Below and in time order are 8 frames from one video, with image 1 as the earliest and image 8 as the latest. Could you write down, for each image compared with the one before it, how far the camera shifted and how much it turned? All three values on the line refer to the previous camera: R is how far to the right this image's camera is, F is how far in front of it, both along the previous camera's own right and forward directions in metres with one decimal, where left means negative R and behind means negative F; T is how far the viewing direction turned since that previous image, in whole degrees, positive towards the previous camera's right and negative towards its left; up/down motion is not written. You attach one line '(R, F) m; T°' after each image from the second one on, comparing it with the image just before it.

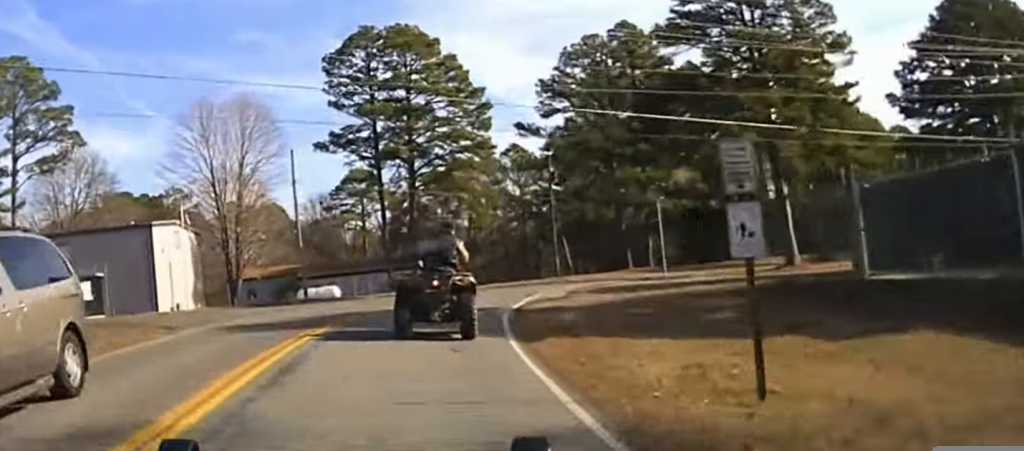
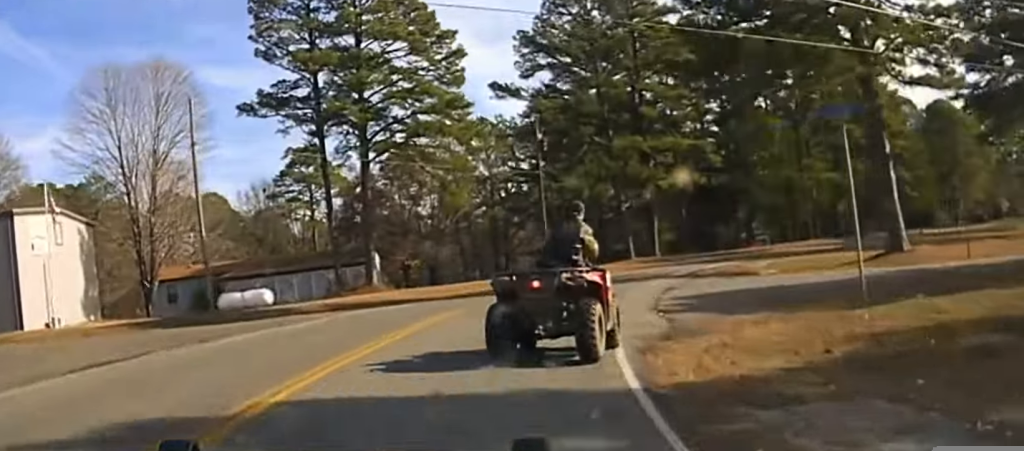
(0.0, +16.4) m; +5°
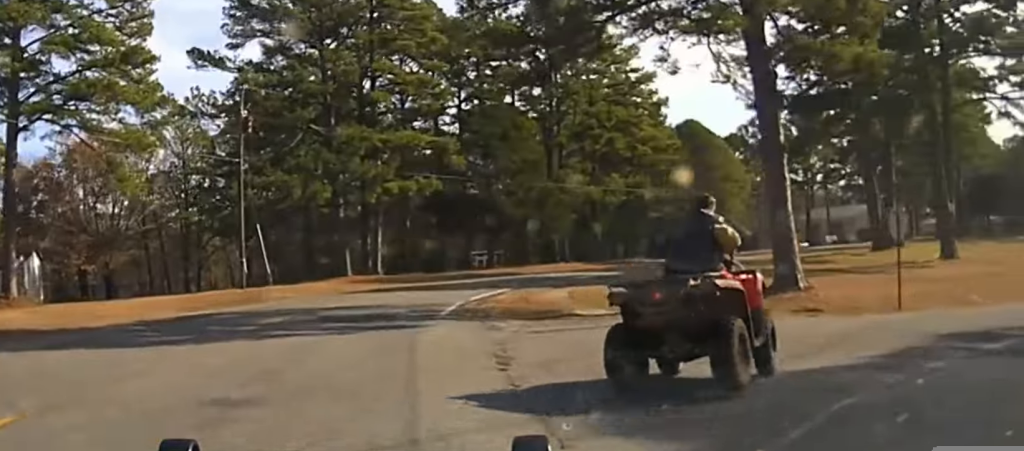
(+1.9, +20.6) m; +17°
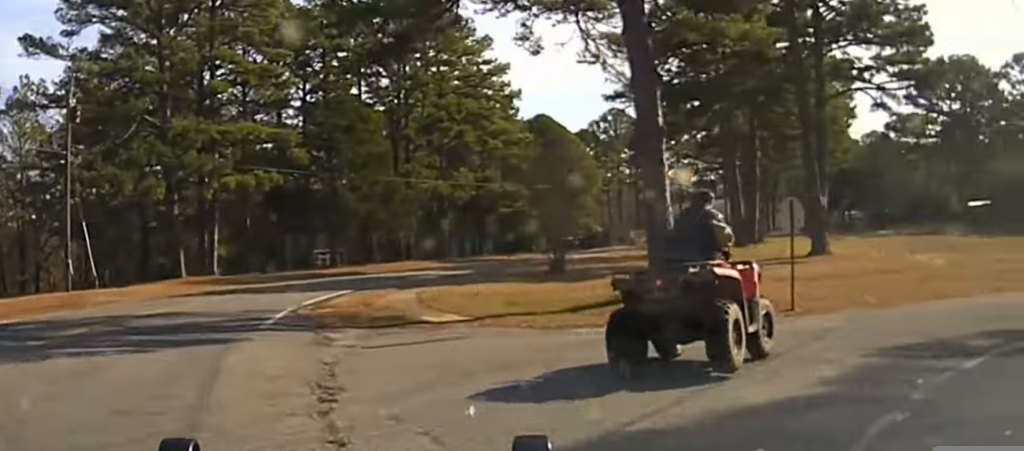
(+0.9, +5.6) m; +9°
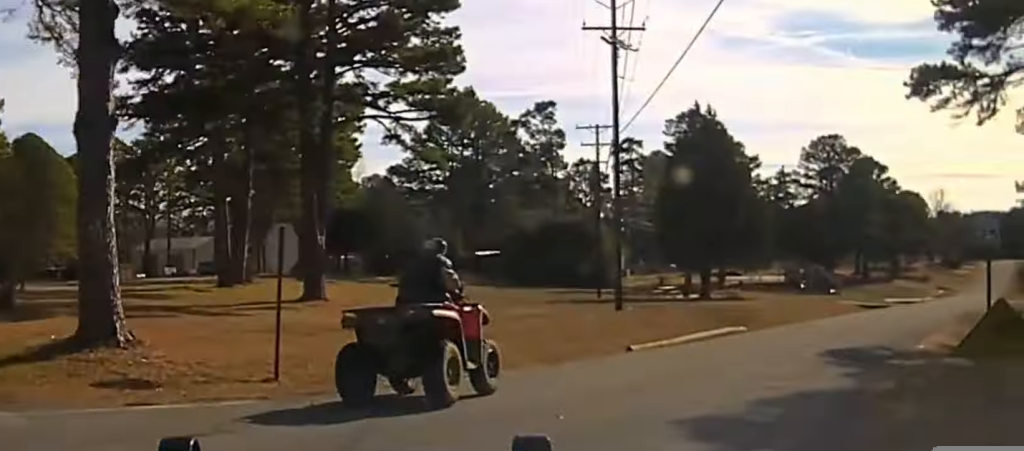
(+1.2, +10.0) m; +20°
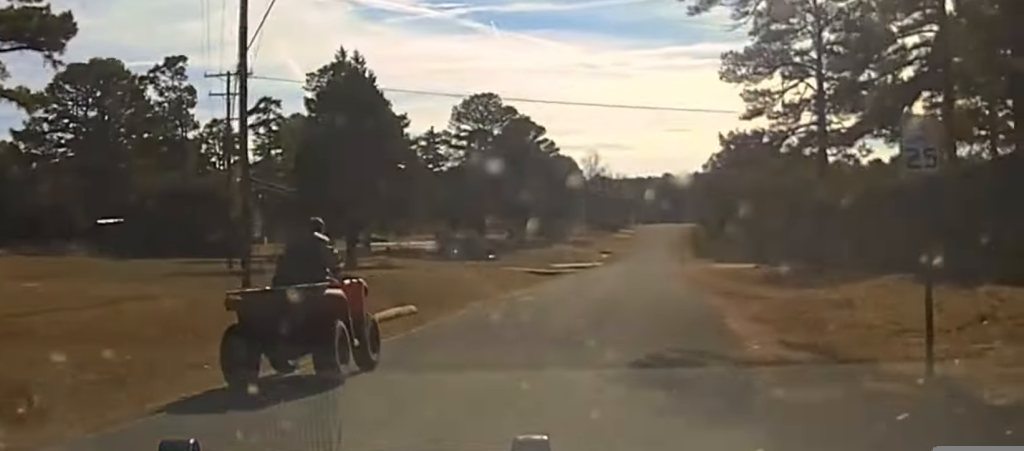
(+2.1, +7.7) m; +27°
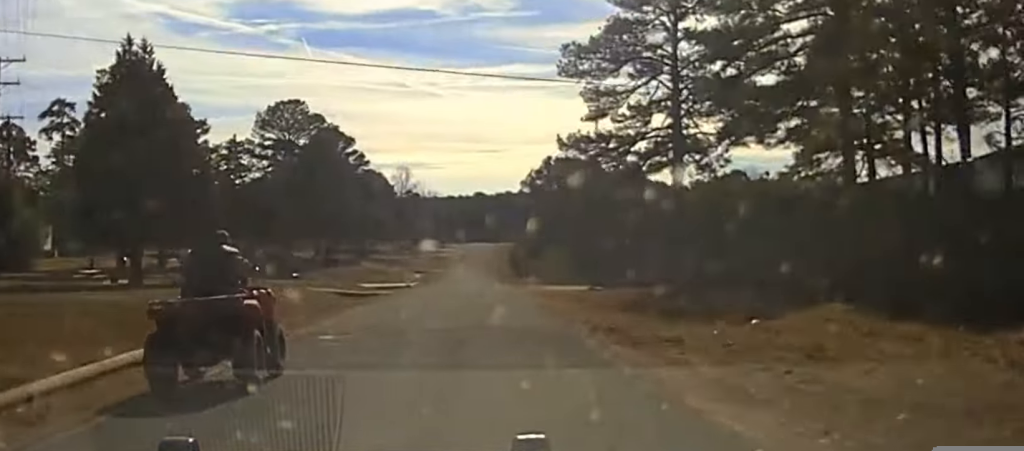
(+1.5, +7.8) m; +8°
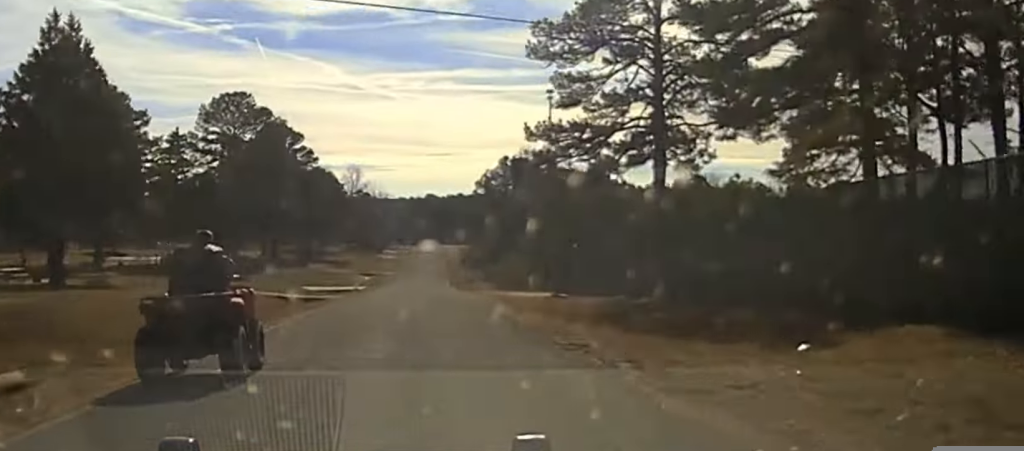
(+0.4, +5.2) m; +4°
